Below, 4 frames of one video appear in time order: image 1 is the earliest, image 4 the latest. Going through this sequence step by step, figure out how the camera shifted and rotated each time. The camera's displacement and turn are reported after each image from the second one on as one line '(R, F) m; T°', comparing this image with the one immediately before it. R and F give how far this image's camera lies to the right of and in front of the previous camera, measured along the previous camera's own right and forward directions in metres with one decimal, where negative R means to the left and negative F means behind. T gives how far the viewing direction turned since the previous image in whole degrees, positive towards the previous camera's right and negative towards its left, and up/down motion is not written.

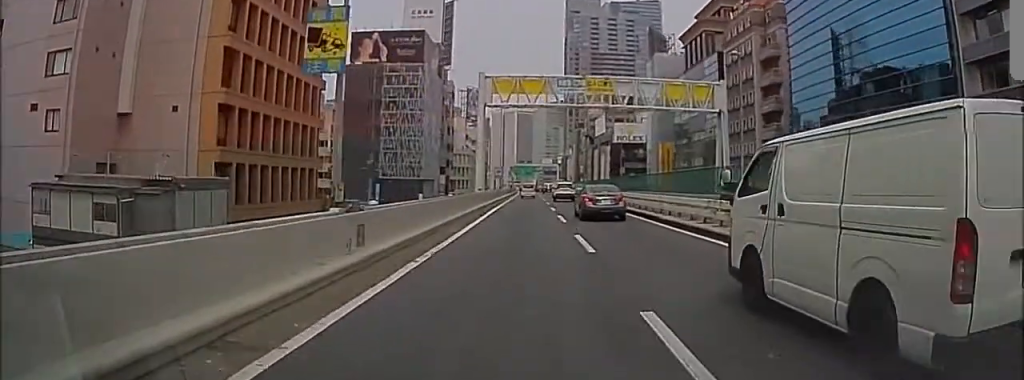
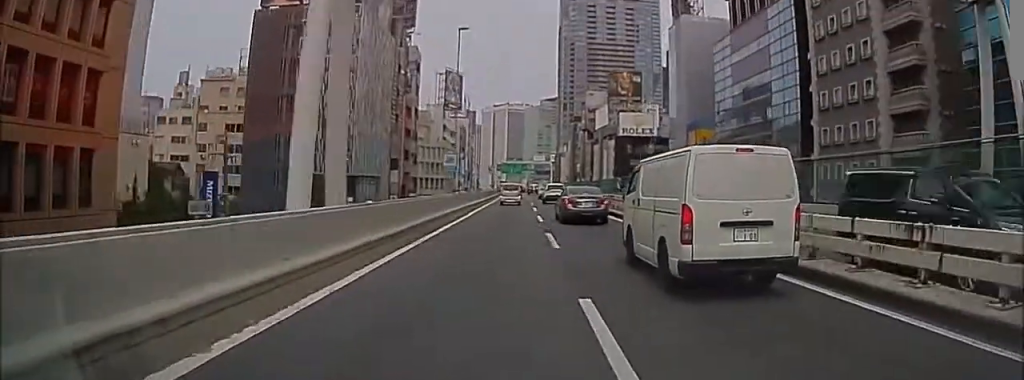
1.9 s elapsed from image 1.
(-7.0, +29.4) m; -14°
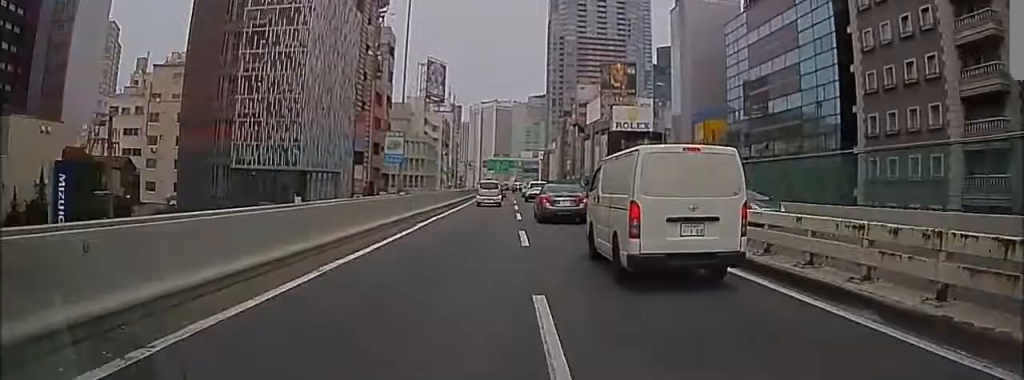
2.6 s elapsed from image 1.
(+0.6, +9.9) m; +8°
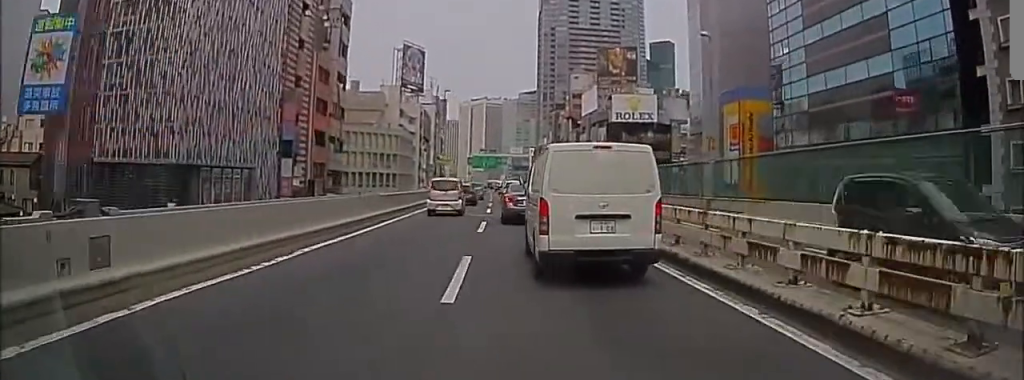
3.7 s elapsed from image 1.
(+2.5, +15.4) m; +10°
